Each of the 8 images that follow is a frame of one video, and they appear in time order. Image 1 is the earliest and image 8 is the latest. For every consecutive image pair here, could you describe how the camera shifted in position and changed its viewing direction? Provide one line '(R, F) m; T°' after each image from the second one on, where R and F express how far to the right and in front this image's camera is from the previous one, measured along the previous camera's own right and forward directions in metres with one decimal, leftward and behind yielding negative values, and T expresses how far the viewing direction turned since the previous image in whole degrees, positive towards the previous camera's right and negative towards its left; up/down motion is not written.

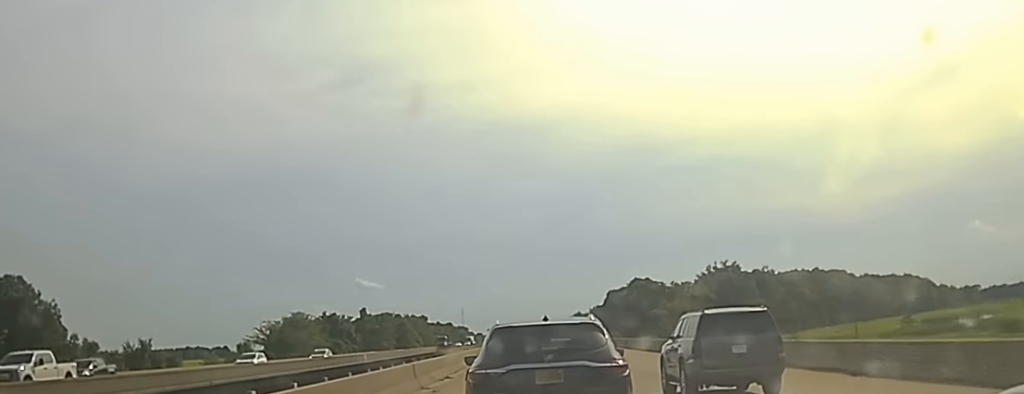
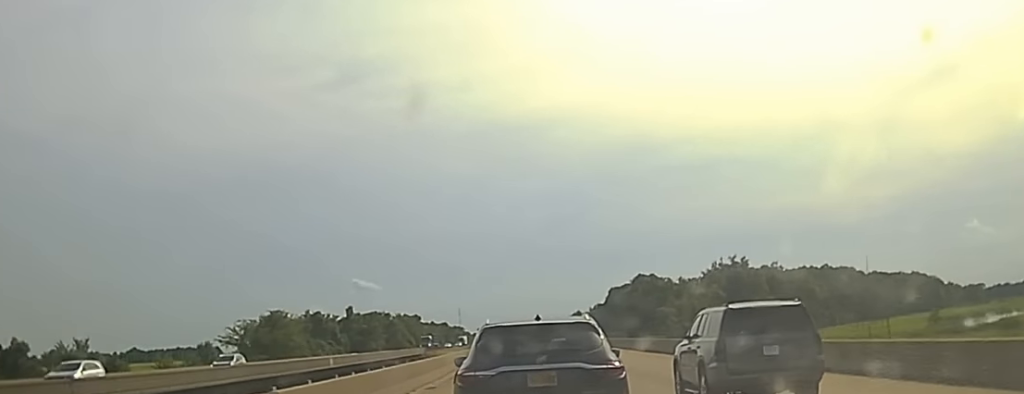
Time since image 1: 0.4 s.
(+0.2, +17.2) m; 0°
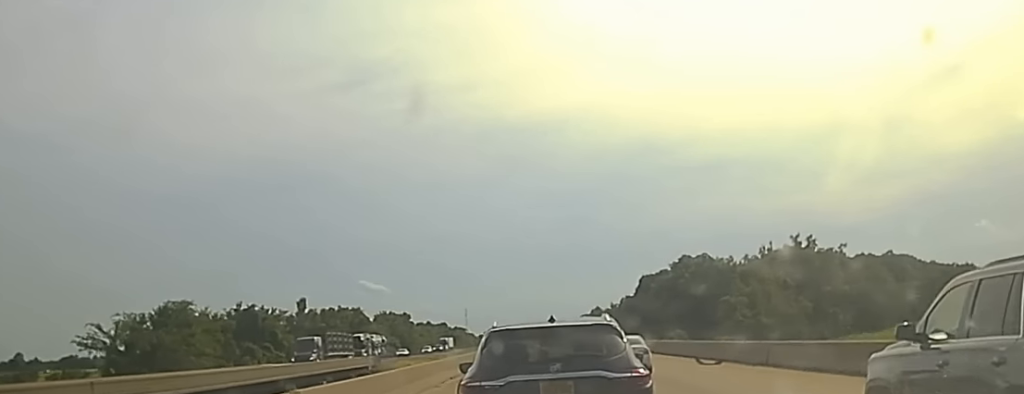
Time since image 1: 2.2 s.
(-0.5, +67.1) m; -1°
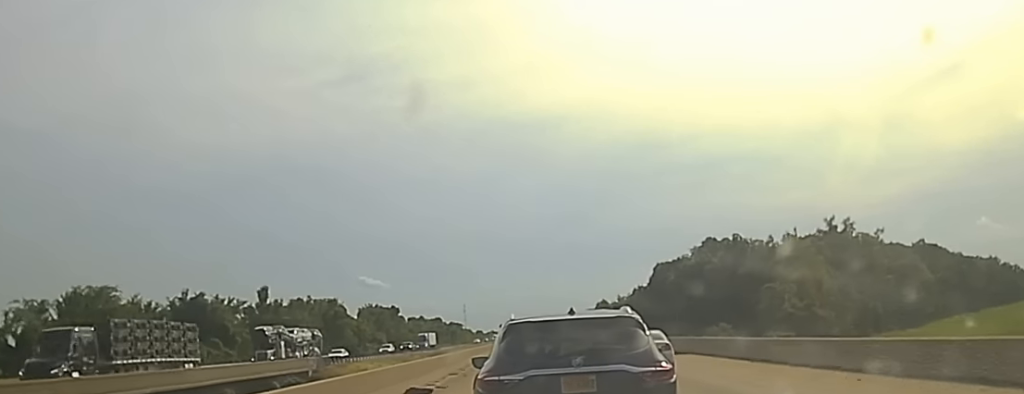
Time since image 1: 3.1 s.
(0.0, +30.3) m; 0°
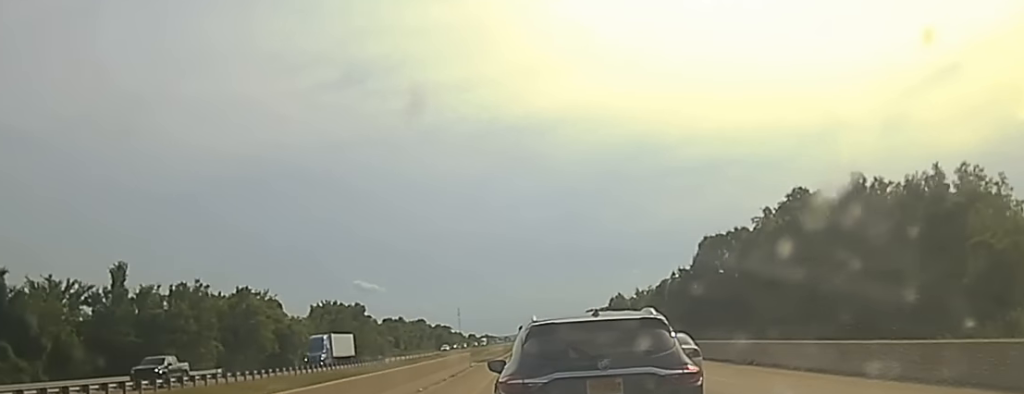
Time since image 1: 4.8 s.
(+0.4, +62.8) m; +1°
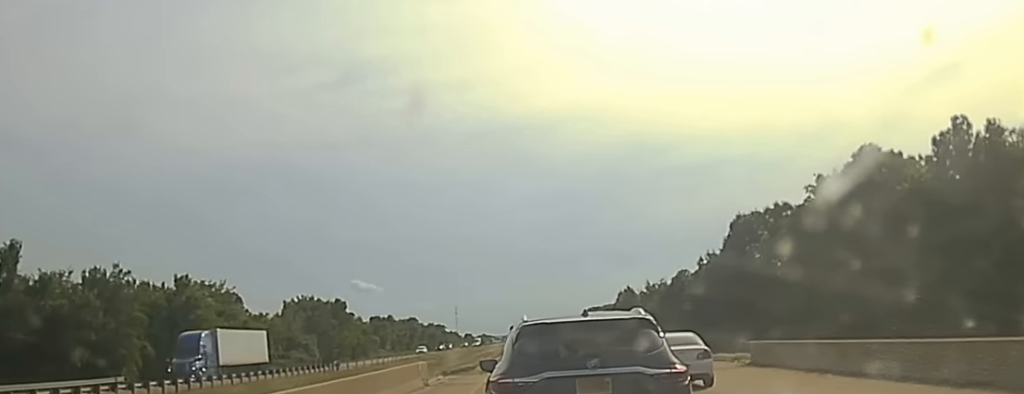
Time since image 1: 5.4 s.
(0.0, +24.5) m; 0°
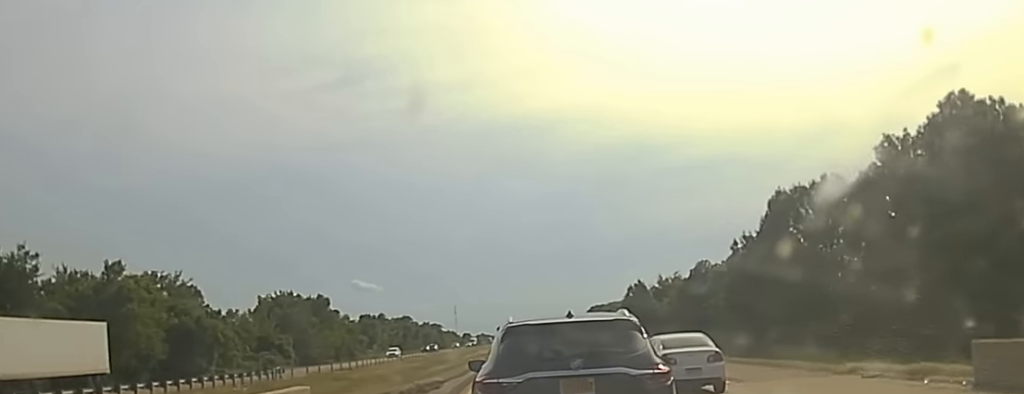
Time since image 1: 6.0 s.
(0.0, +20.1) m; 0°
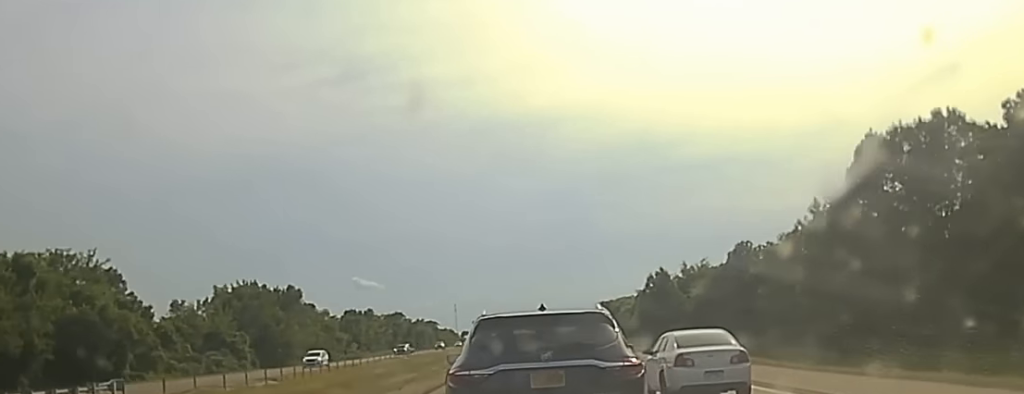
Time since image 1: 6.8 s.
(-0.1, +29.2) m; 0°
